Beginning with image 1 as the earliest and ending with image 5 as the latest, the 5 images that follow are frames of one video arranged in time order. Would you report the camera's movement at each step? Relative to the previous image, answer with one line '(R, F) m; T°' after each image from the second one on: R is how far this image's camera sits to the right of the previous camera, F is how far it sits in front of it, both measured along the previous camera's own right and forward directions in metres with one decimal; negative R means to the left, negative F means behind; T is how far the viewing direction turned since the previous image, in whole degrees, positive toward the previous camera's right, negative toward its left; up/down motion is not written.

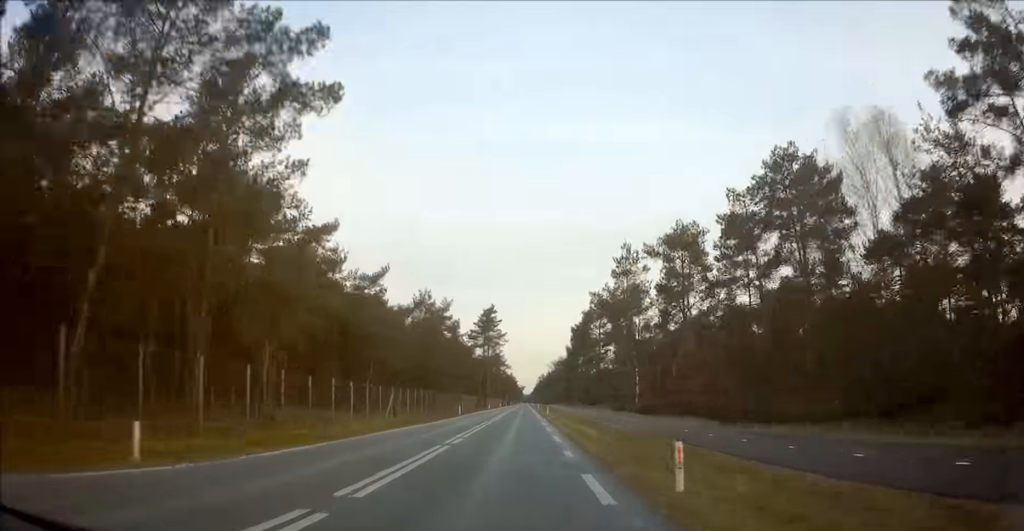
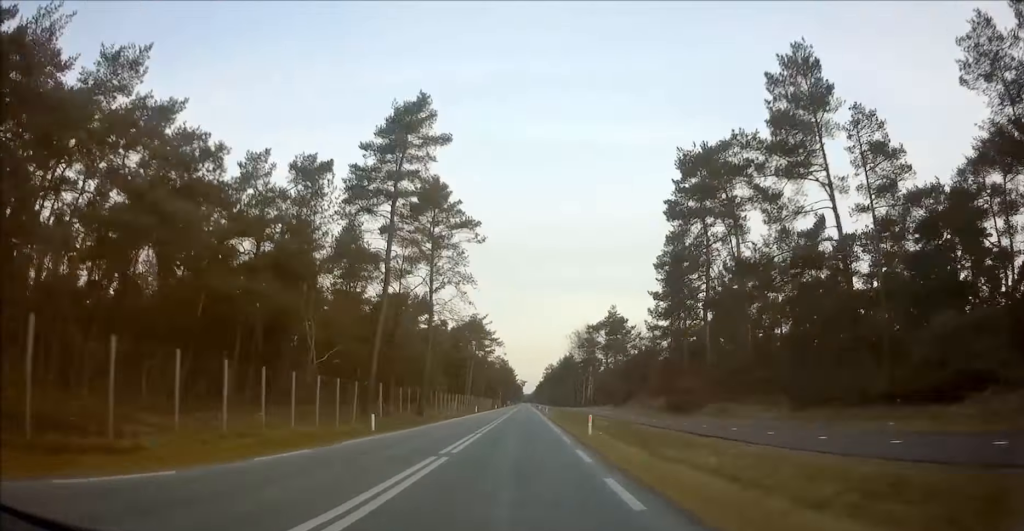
(-0.2, +84.0) m; 0°
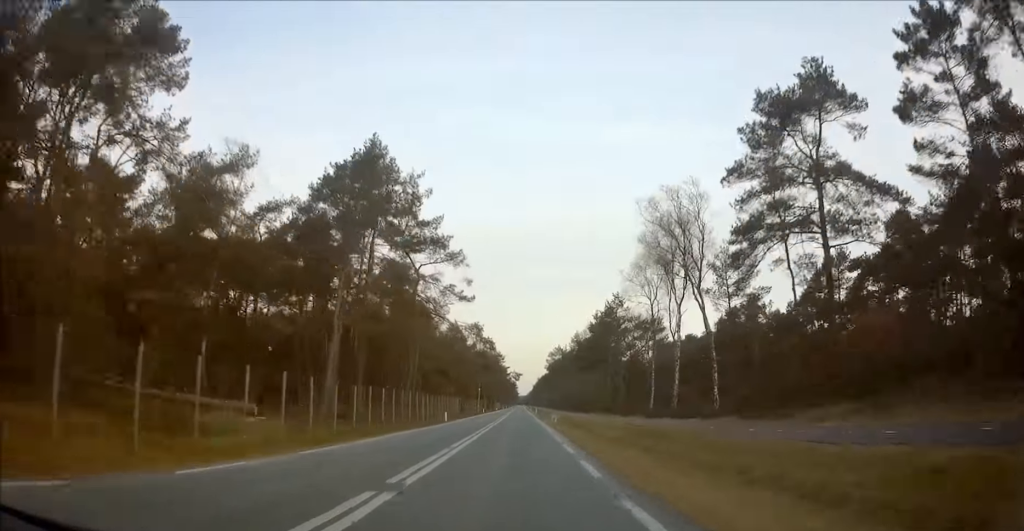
(+0.1, +74.5) m; 0°
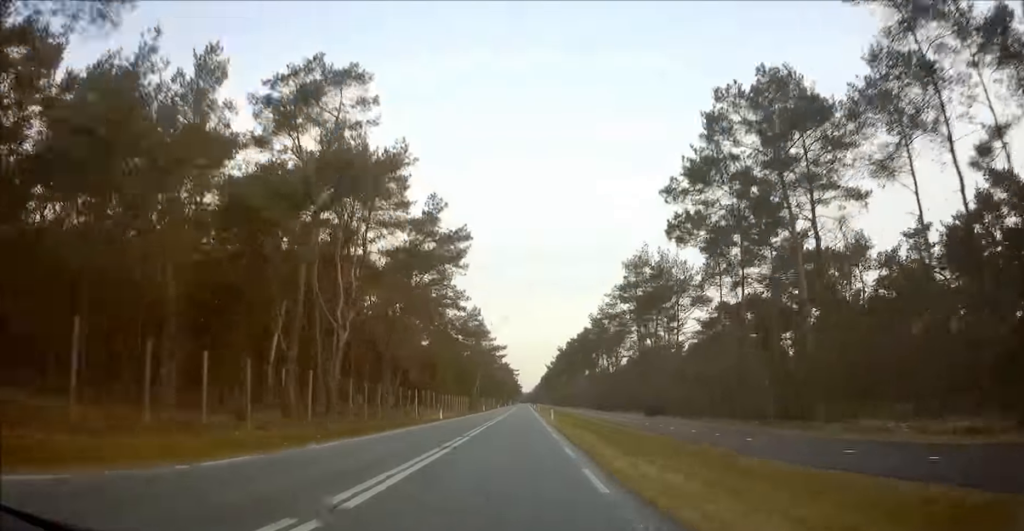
(+0.2, +154.0) m; 0°
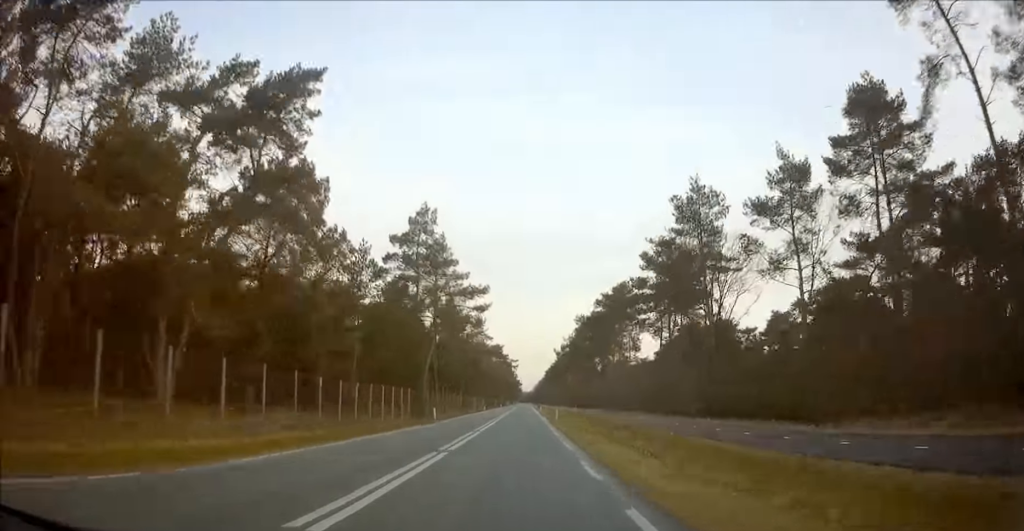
(+0.3, +51.8) m; 0°
